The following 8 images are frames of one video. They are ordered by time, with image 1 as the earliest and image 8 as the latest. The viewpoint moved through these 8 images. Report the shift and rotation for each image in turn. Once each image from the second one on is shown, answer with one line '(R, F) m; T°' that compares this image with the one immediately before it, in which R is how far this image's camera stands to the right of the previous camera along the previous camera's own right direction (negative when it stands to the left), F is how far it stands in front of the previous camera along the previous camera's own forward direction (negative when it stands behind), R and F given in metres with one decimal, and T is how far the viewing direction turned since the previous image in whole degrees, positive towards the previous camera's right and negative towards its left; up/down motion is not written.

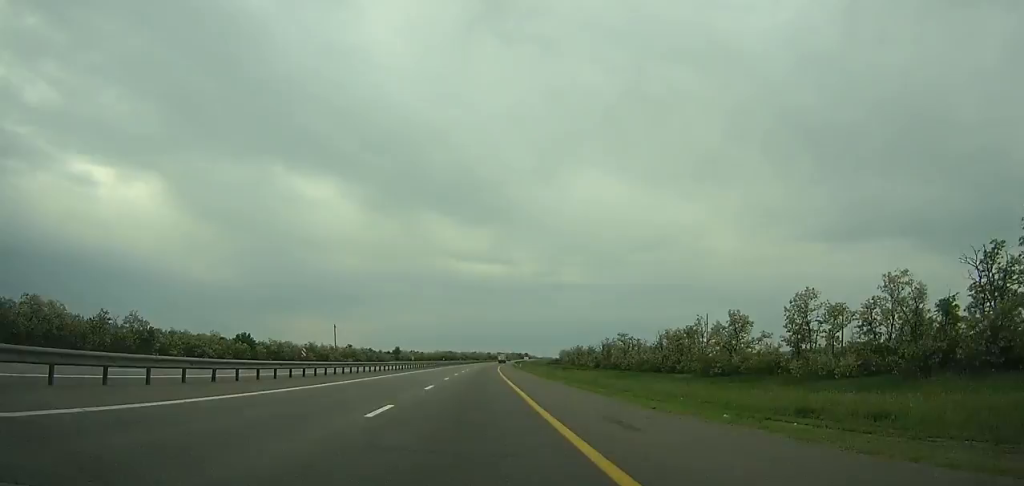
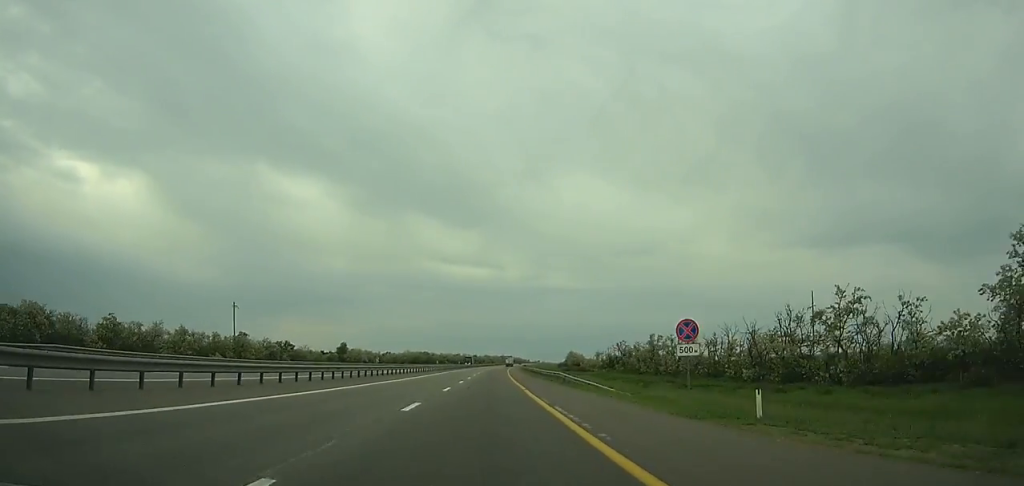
(+1.4, +101.0) m; +2°
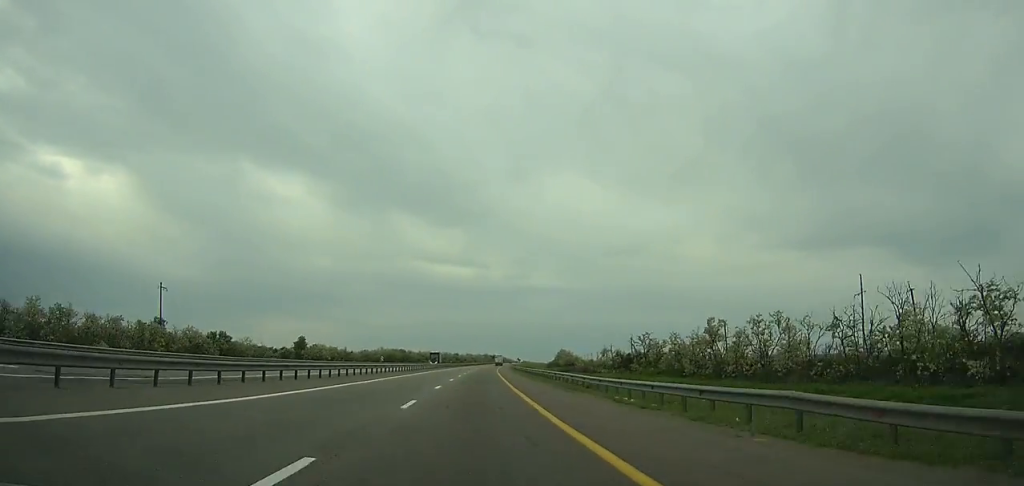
(+0.3, +33.9) m; +1°
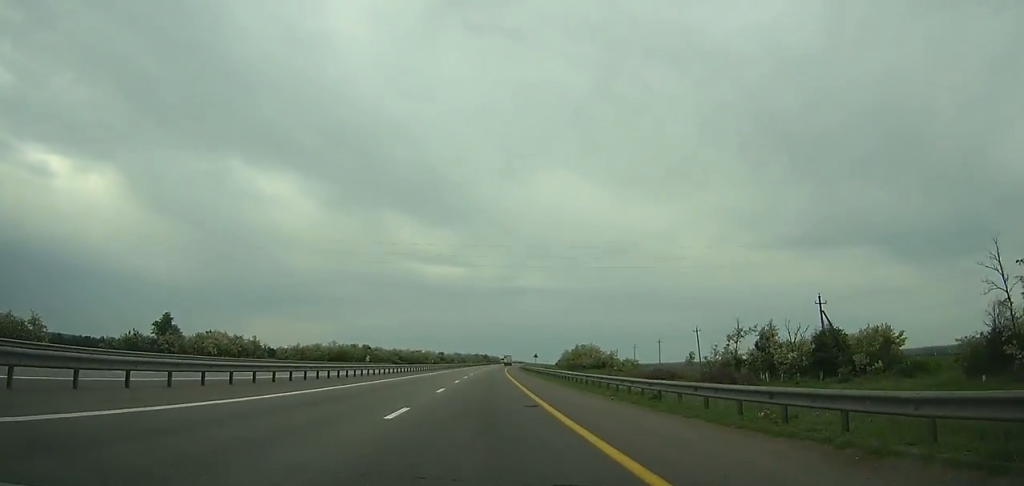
(+1.1, +85.1) m; +2°
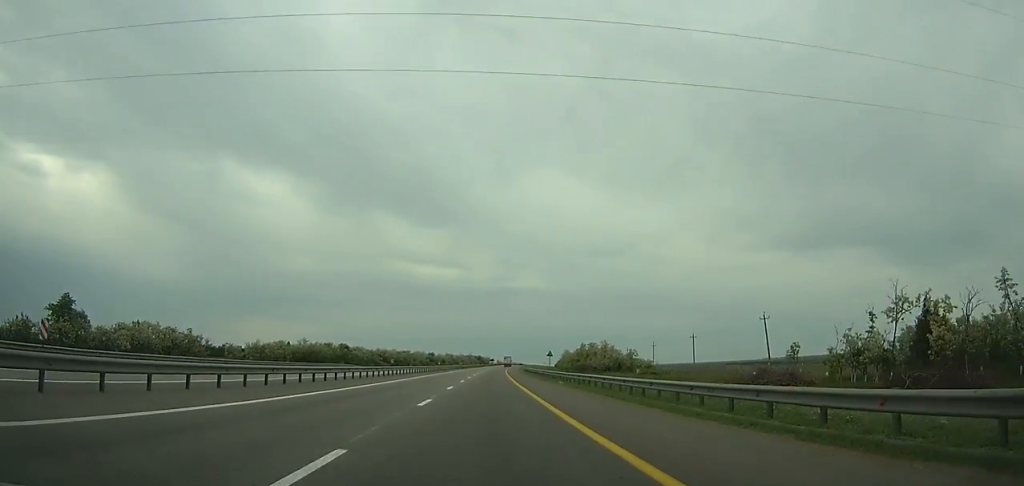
(+0.4, +31.8) m; +1°
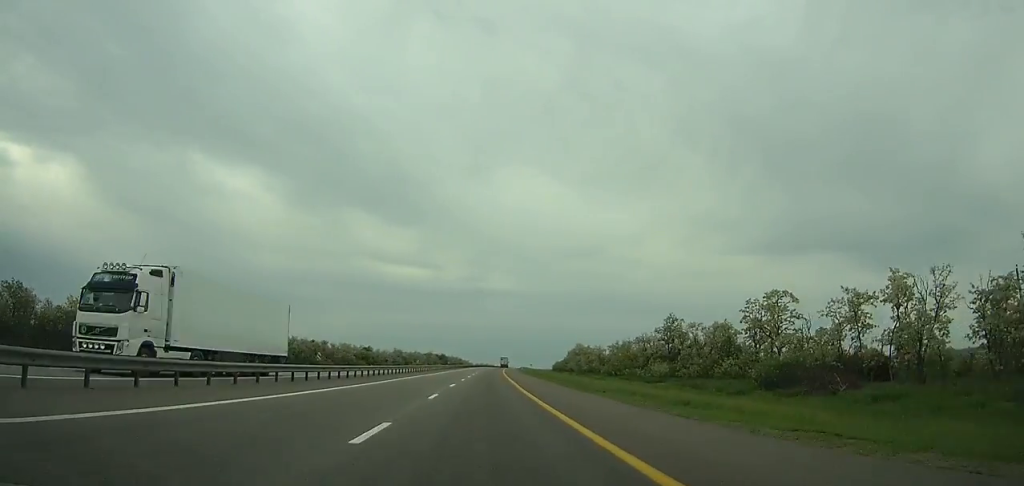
(+3.5, +140.7) m; +3°
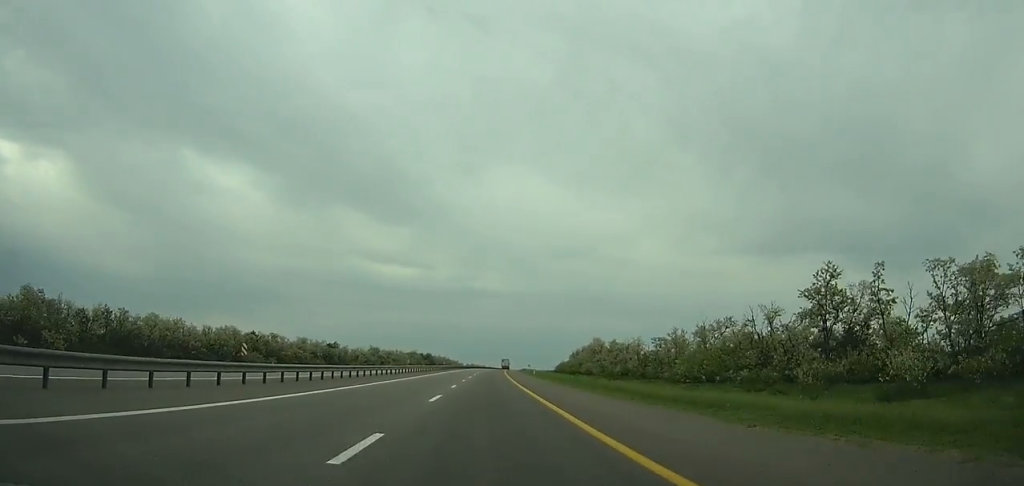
(+0.2, +48.1) m; +1°
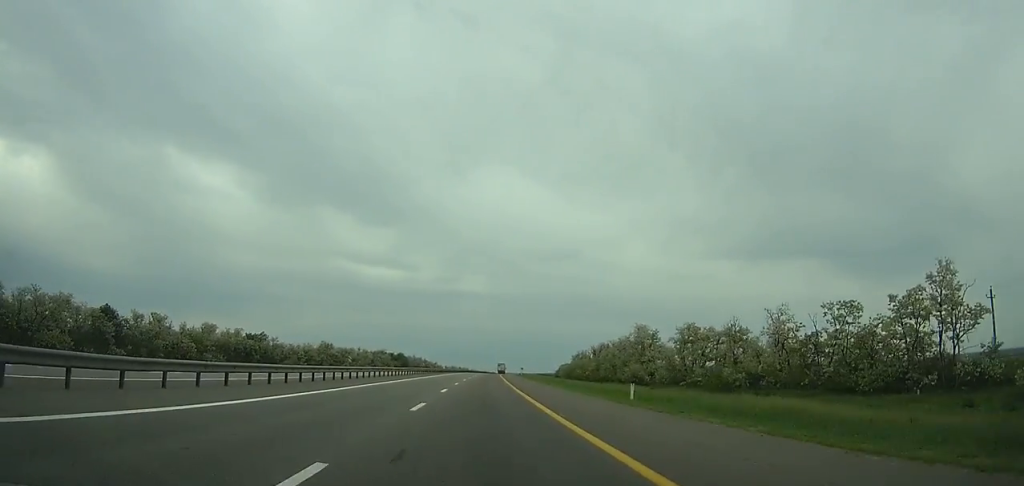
(+0.6, +59.5) m; +1°
